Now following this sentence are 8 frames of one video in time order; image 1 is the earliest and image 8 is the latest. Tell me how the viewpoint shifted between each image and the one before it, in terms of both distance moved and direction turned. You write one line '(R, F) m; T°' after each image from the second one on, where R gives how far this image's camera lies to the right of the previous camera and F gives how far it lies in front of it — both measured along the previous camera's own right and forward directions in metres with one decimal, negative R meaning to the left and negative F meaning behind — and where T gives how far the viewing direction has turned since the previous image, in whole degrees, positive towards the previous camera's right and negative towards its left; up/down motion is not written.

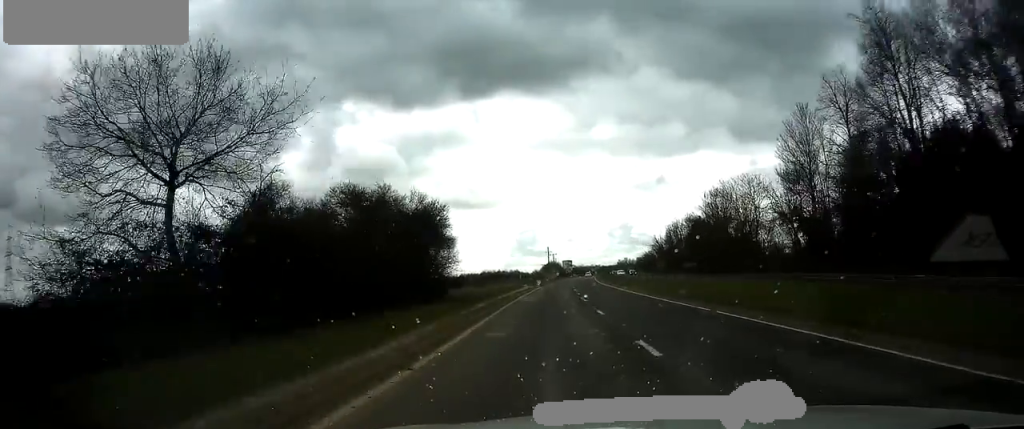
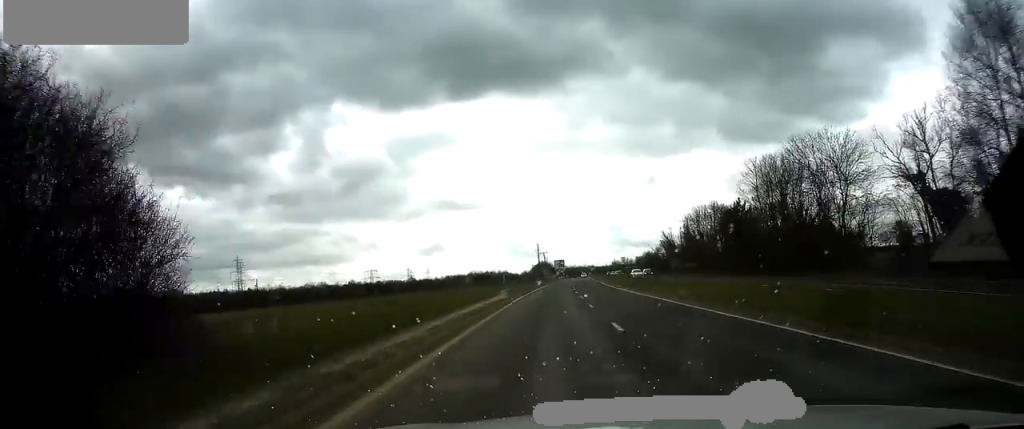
(+0.1, +22.8) m; +1°
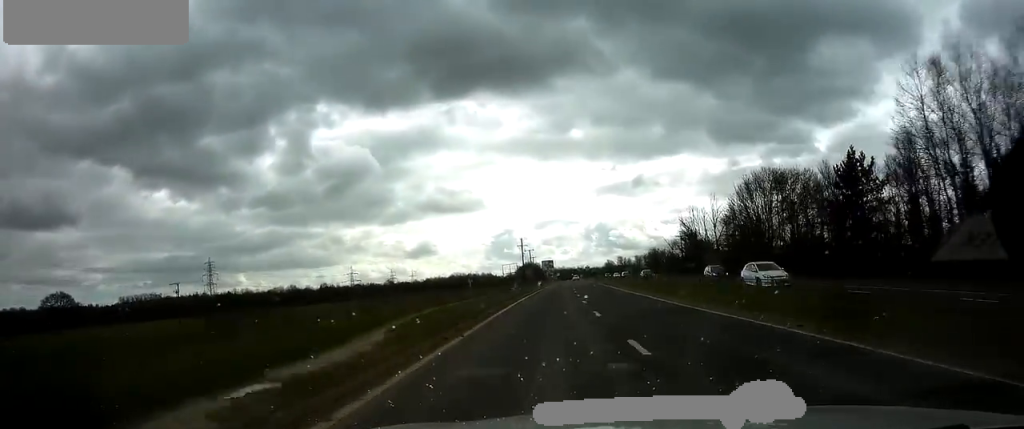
(+0.3, +29.7) m; +1°
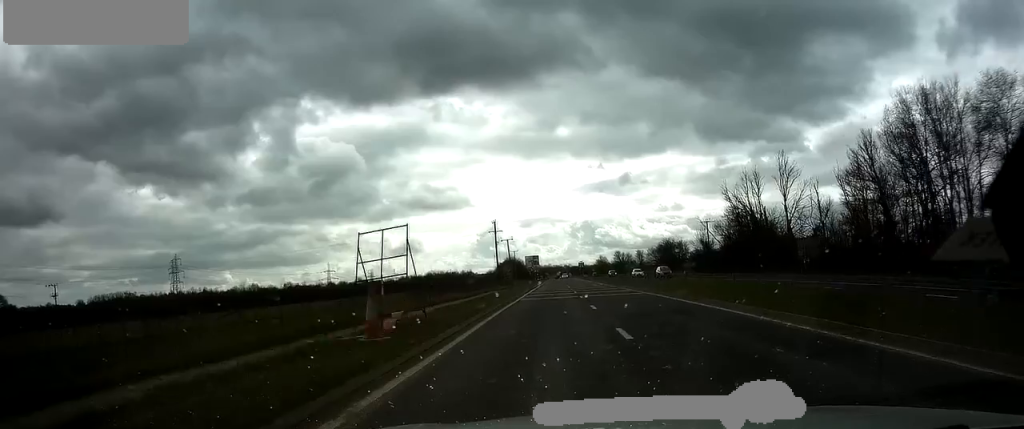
(+0.4, +33.0) m; +1°
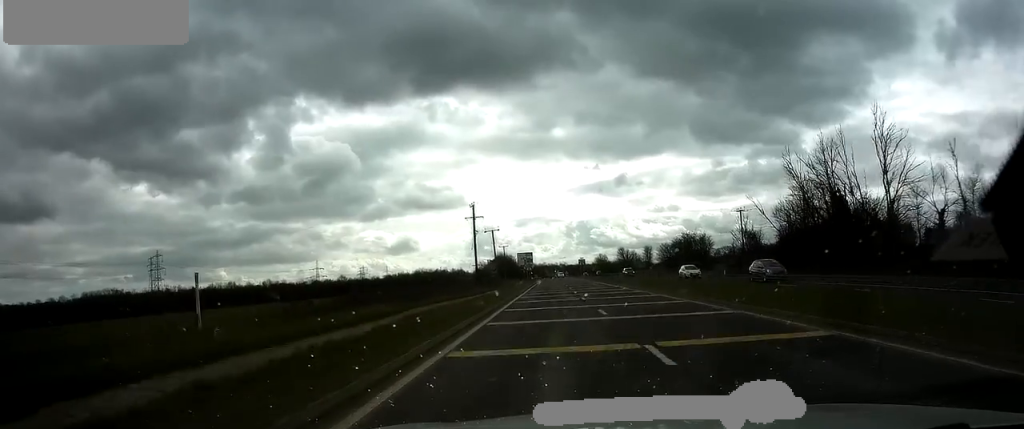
(+0.2, +20.6) m; 0°
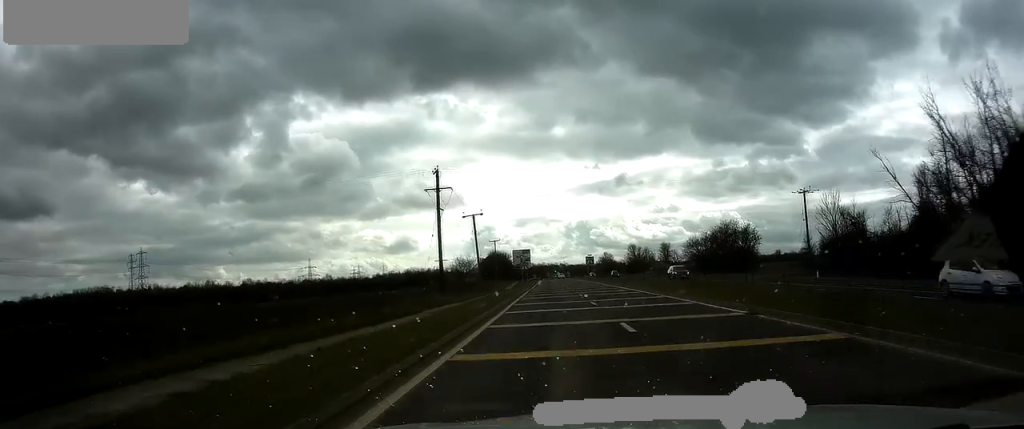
(+0.1, +22.0) m; 0°
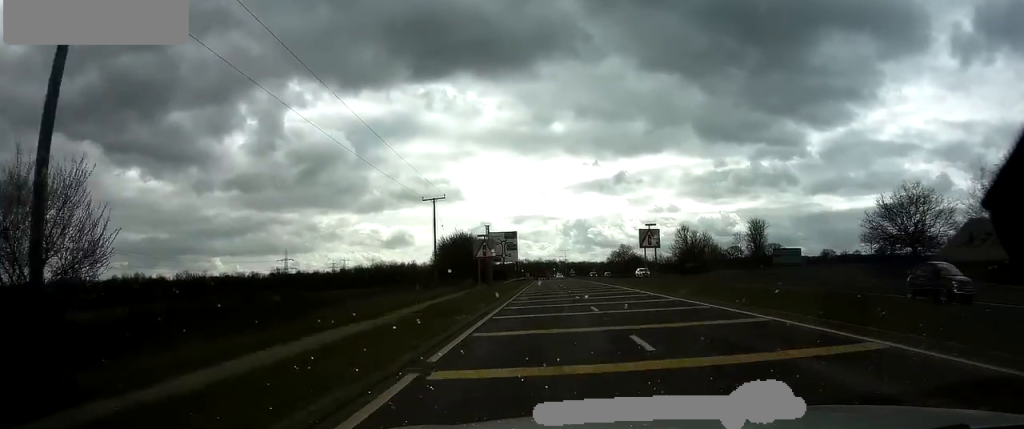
(0.0, +56.5) m; 0°
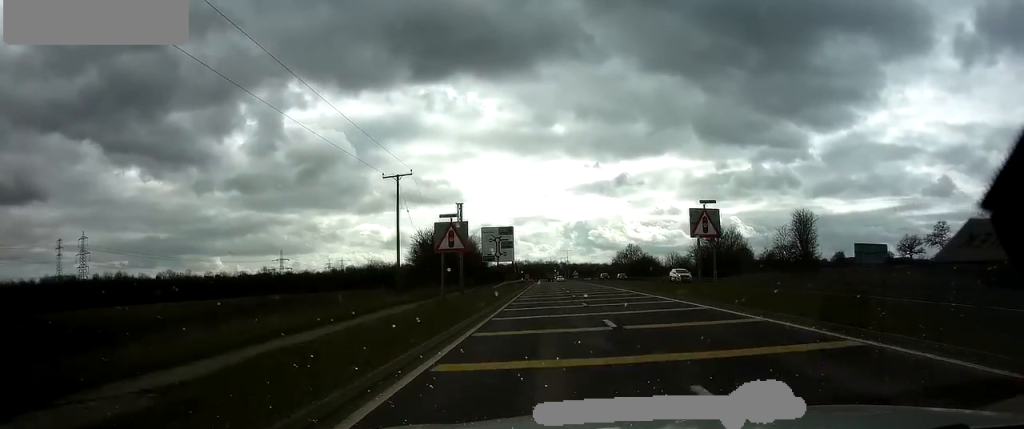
(0.0, +13.1) m; 0°
